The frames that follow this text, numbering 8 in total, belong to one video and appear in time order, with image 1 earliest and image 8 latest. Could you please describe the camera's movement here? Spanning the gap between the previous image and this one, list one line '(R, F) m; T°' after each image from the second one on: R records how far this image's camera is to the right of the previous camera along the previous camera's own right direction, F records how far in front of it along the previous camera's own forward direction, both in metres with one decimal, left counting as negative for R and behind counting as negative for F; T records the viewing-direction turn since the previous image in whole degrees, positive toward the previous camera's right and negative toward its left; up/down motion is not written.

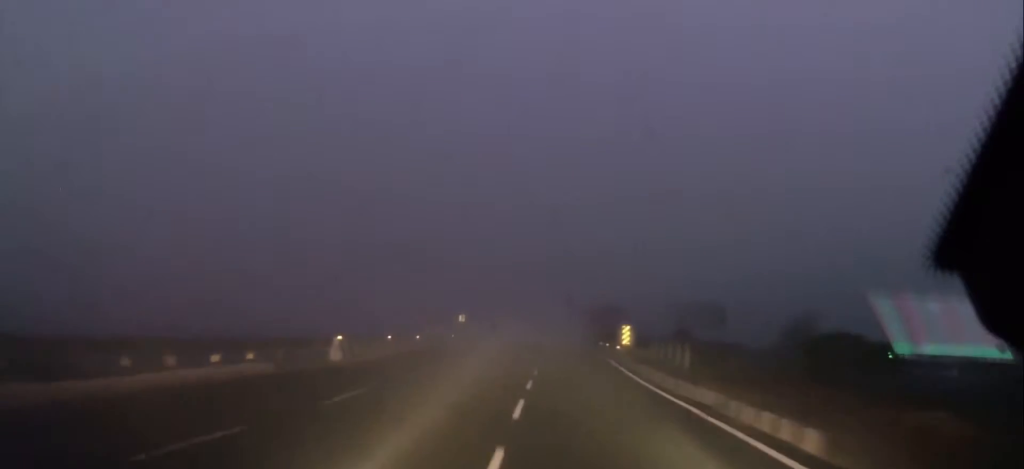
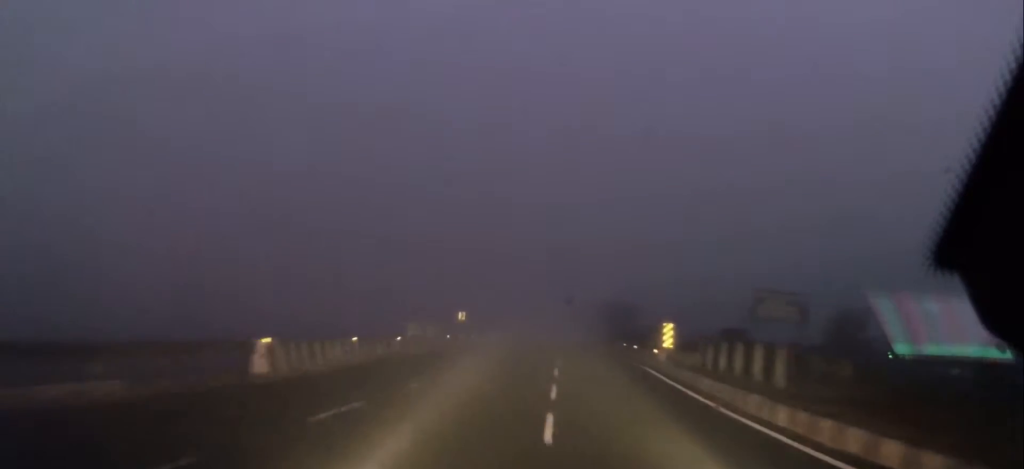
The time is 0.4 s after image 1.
(+0.1, +8.2) m; 0°
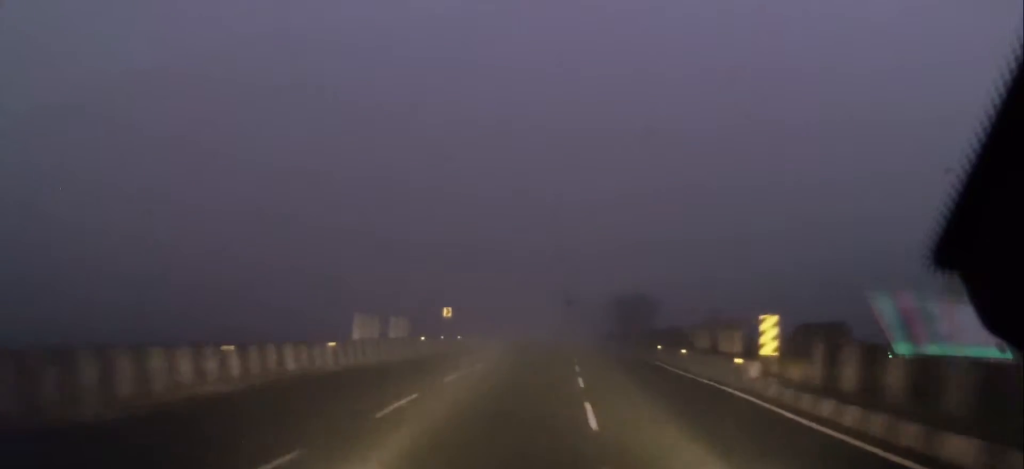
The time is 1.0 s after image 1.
(-0.2, +11.0) m; 0°
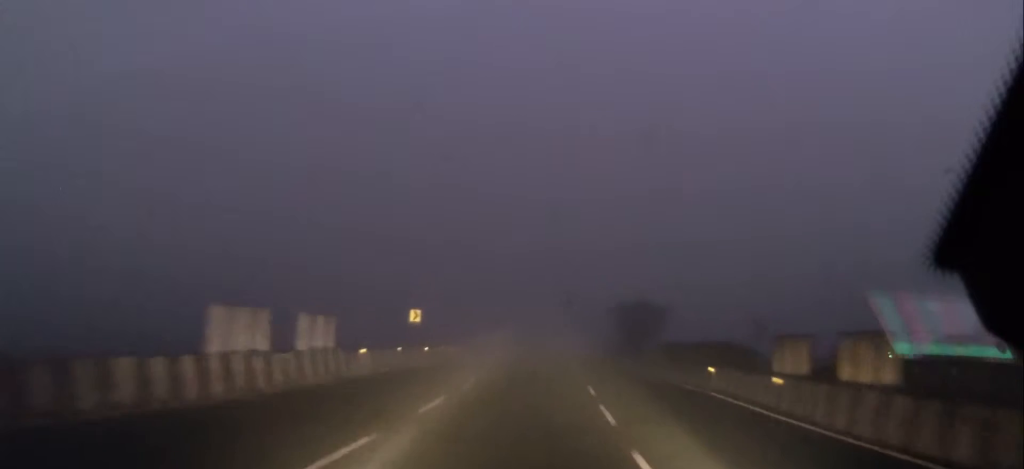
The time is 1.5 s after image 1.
(-0.1, +10.4) m; 0°
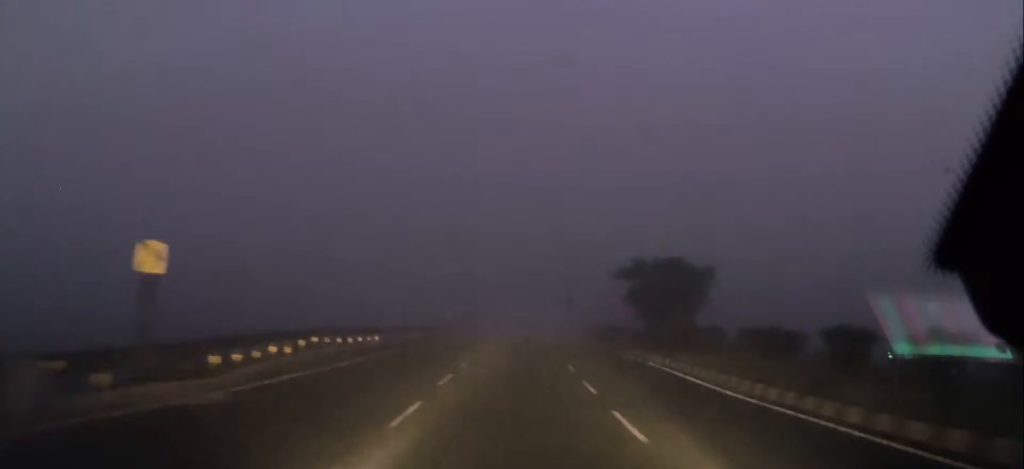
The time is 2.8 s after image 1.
(+0.6, +26.3) m; +3°
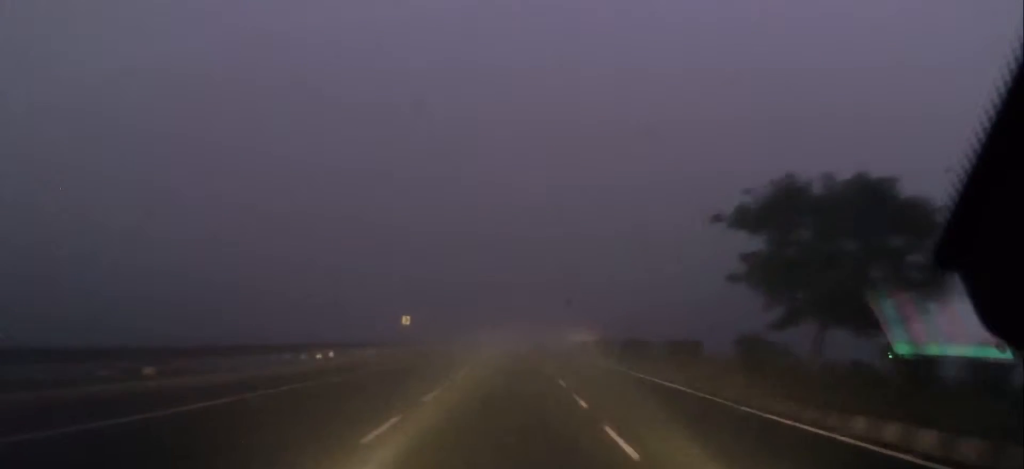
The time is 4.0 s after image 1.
(+0.6, +24.7) m; +1°
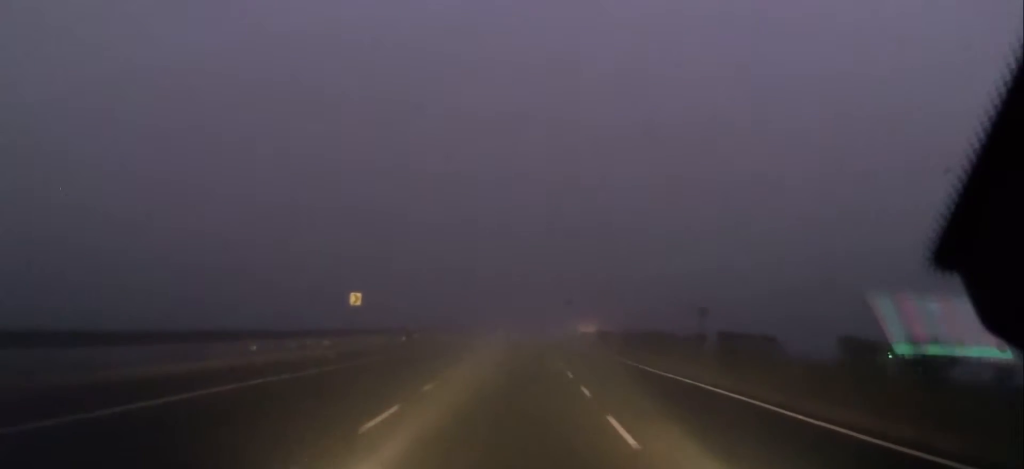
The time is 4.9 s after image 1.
(0.0, +17.9) m; 0°
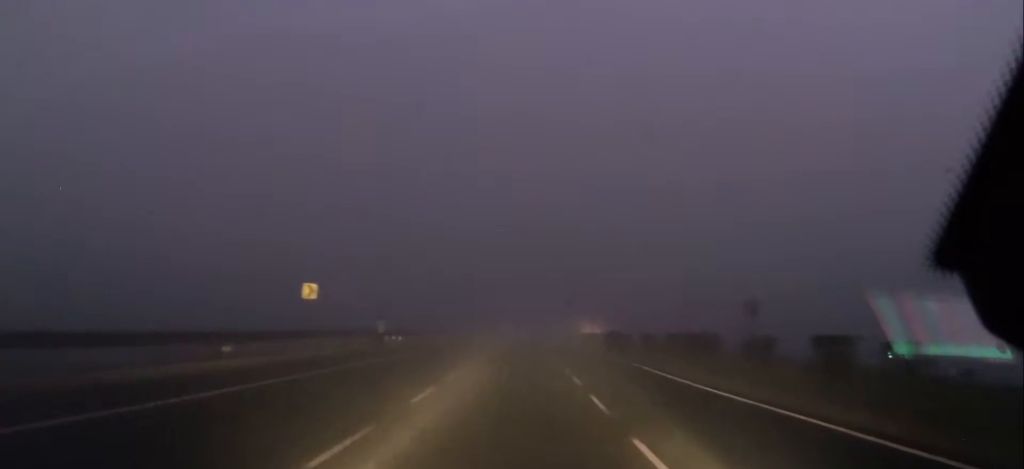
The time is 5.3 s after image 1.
(-0.1, +8.3) m; 0°
